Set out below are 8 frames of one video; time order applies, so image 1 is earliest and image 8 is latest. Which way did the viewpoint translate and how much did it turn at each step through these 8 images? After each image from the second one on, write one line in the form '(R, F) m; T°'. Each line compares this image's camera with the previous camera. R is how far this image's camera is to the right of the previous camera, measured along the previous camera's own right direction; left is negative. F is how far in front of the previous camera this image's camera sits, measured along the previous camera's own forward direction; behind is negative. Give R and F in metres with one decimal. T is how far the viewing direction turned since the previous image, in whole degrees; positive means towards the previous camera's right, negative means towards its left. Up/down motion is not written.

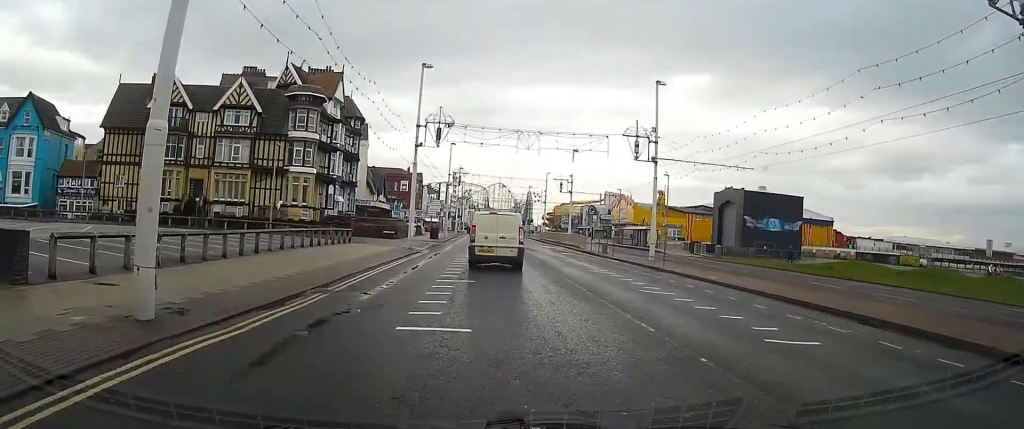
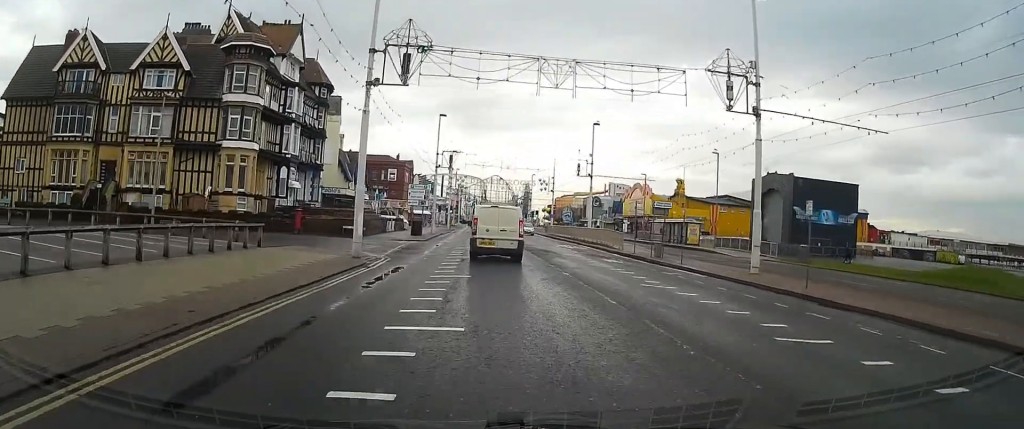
(-0.1, +15.5) m; 0°
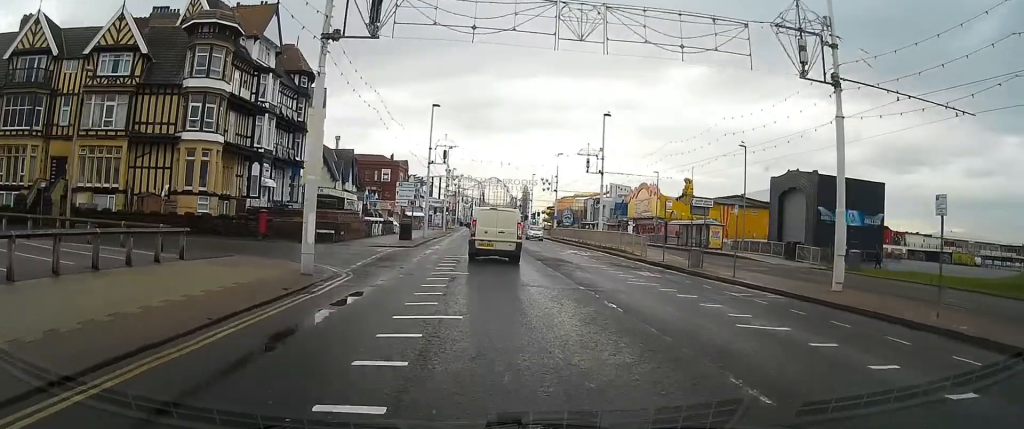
(0.0, +6.3) m; 0°
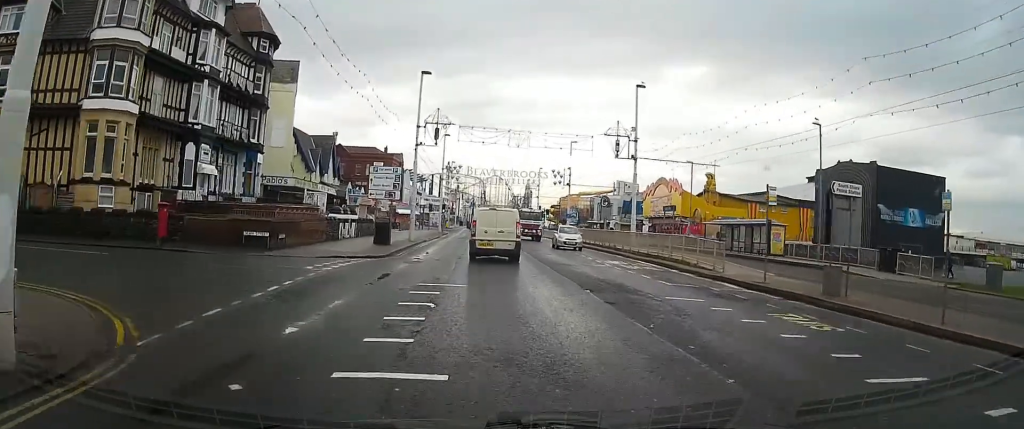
(+0.1, +11.3) m; 0°
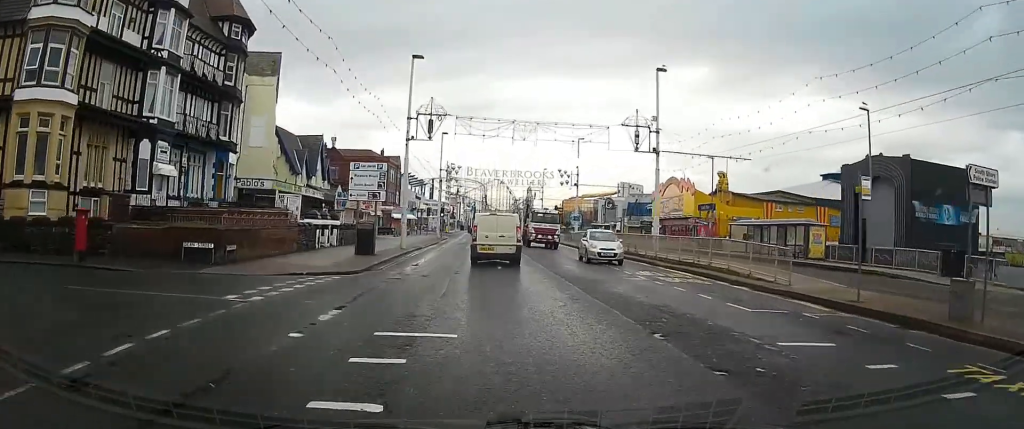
(-0.1, +5.4) m; 0°
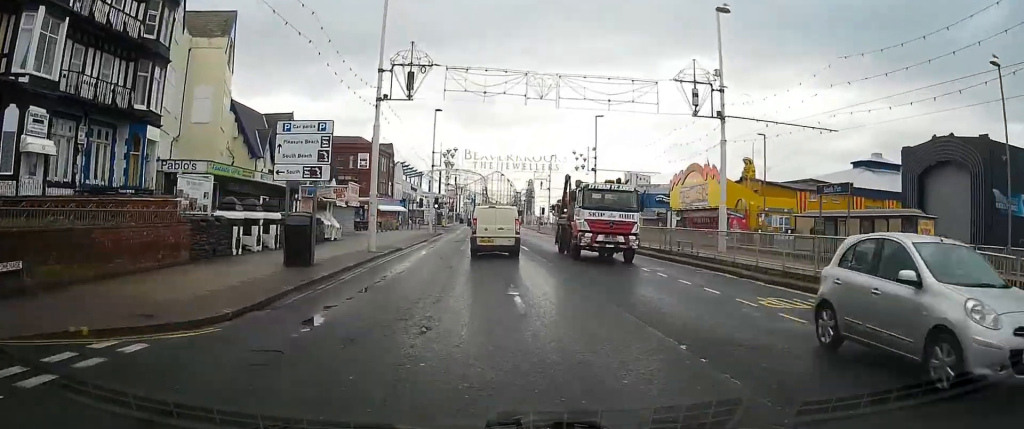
(+0.1, +10.6) m; 0°
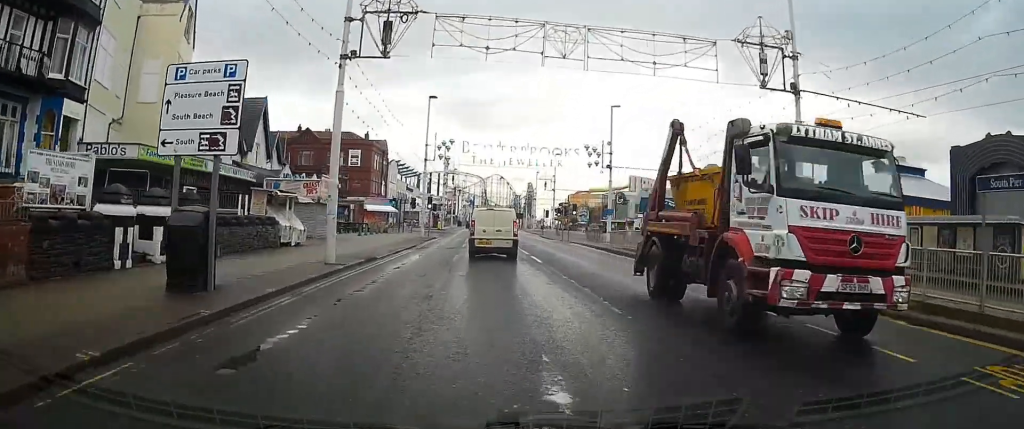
(0.0, +7.1) m; 0°
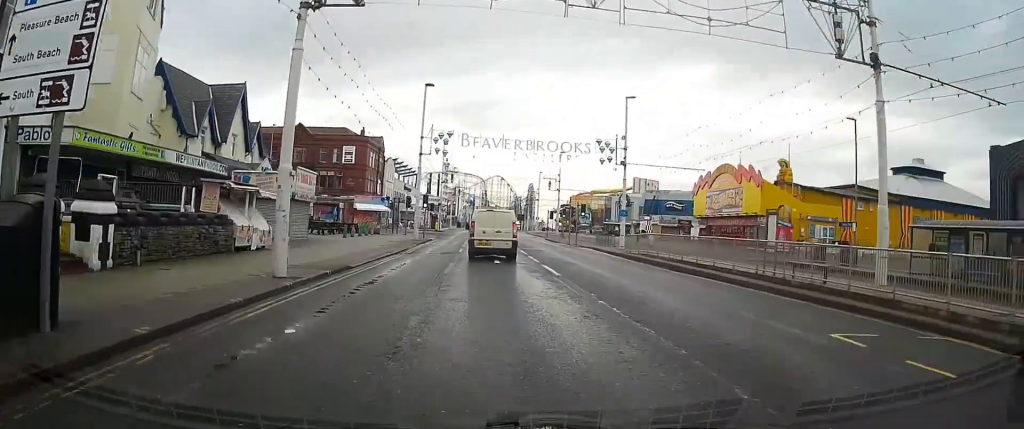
(0.0, +4.8) m; 0°
